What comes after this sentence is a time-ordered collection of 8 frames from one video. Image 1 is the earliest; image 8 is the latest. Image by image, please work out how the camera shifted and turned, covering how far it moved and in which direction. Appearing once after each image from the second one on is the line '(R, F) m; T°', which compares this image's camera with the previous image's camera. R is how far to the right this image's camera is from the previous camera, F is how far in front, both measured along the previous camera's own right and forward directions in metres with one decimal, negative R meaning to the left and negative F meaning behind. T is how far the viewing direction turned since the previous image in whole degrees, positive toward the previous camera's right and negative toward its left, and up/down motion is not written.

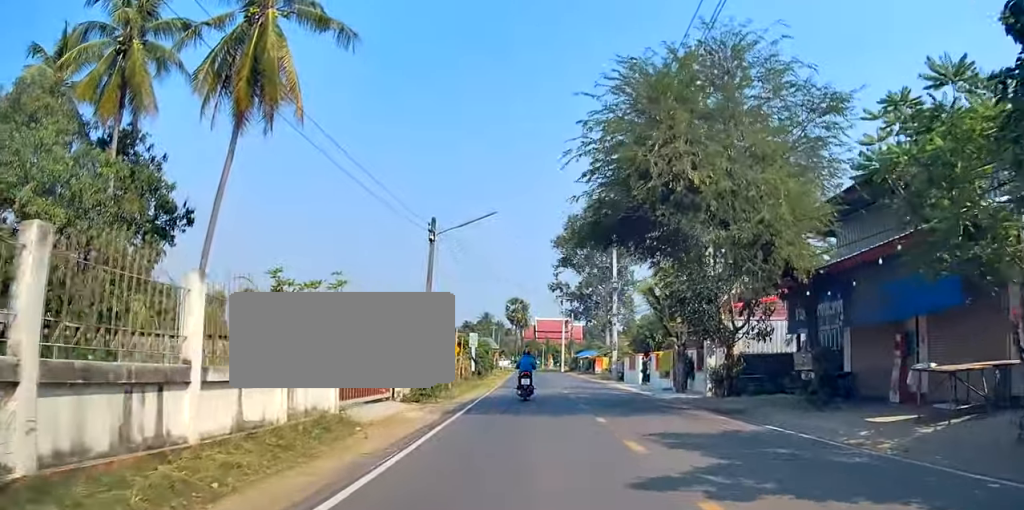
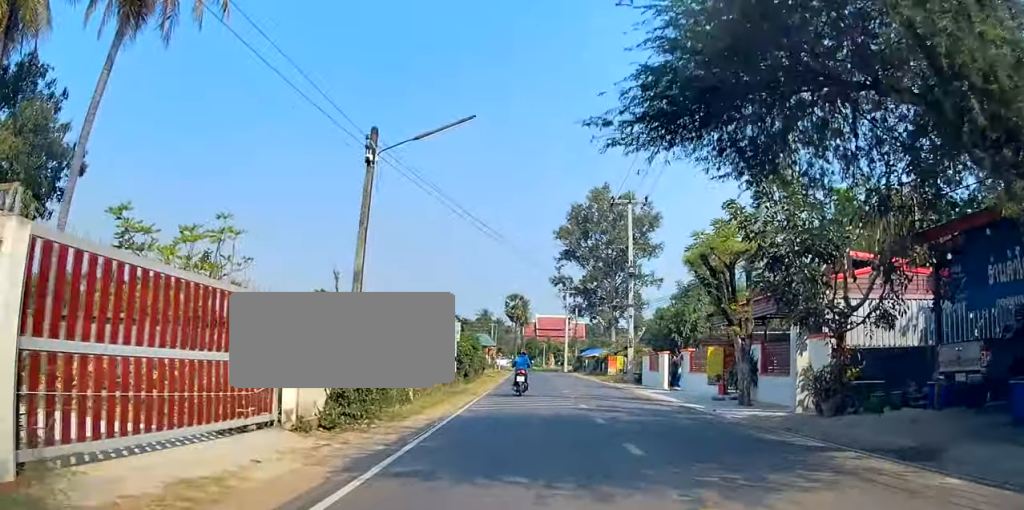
(0.0, +8.4) m; 0°
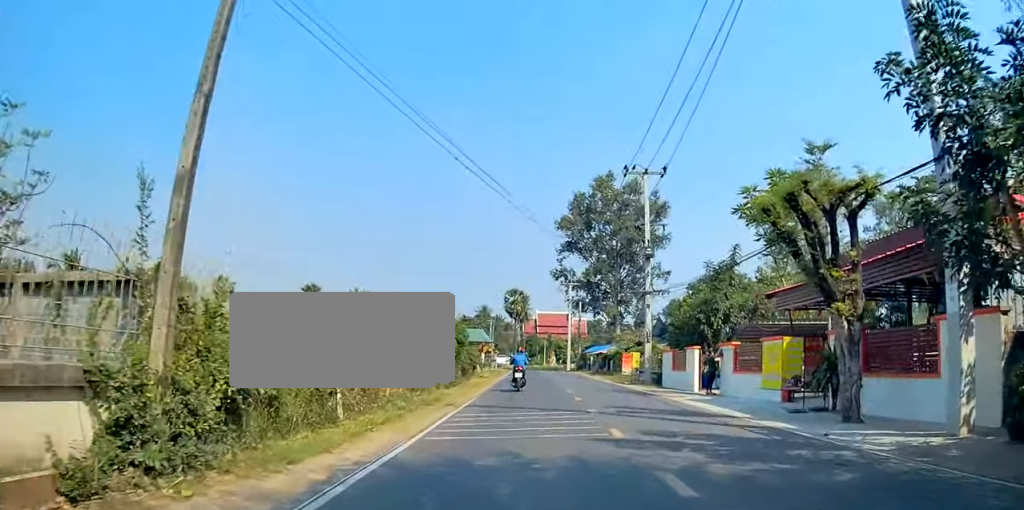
(0.0, +6.6) m; -1°
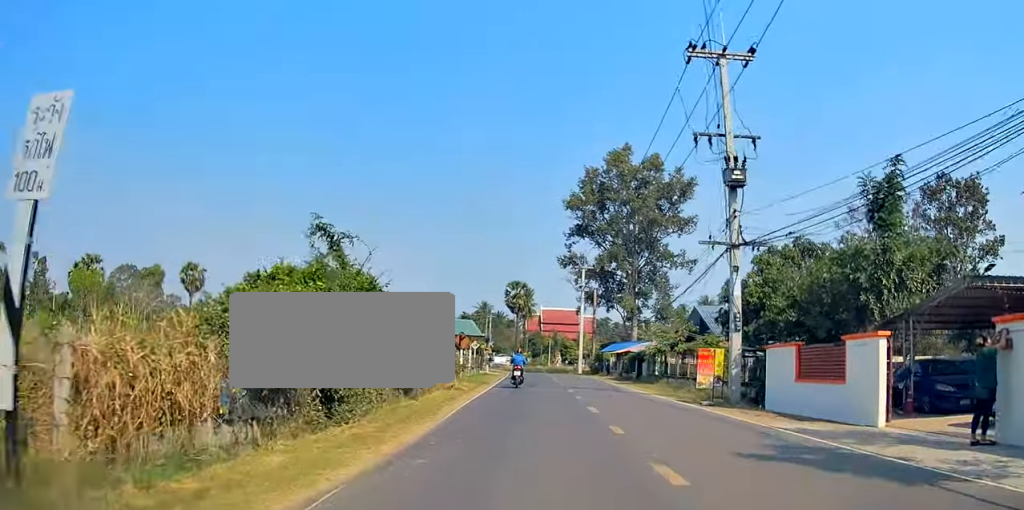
(-0.9, +15.8) m; -3°
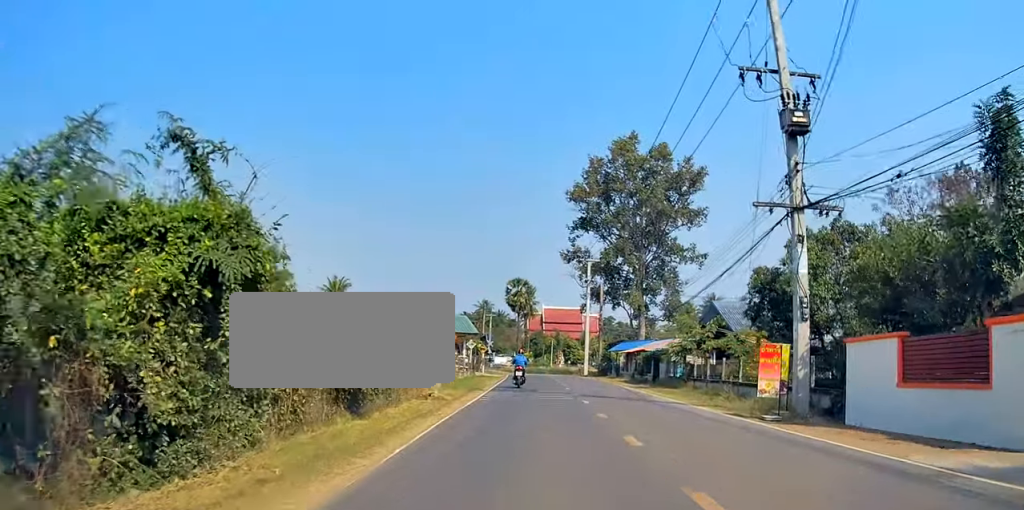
(-0.1, +5.6) m; +1°
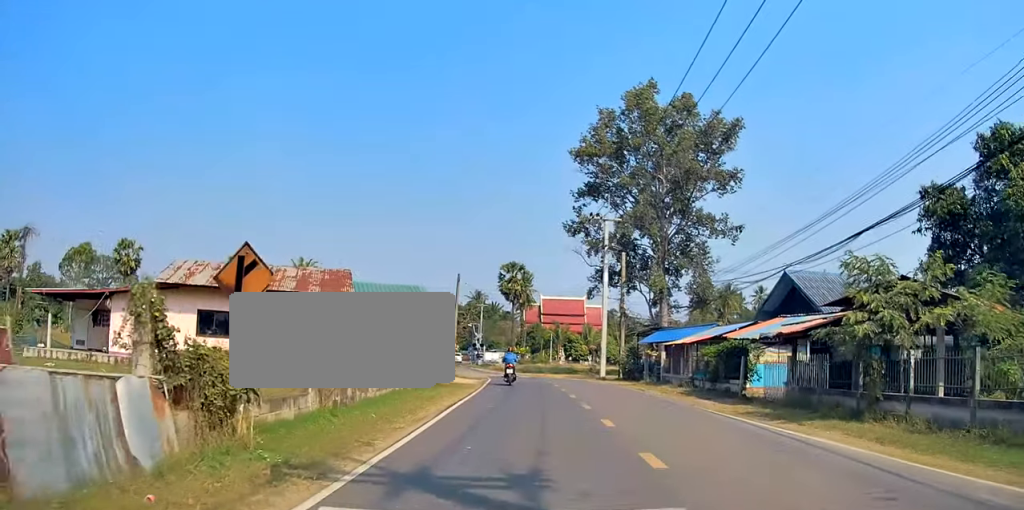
(+1.2, +18.7) m; -1°
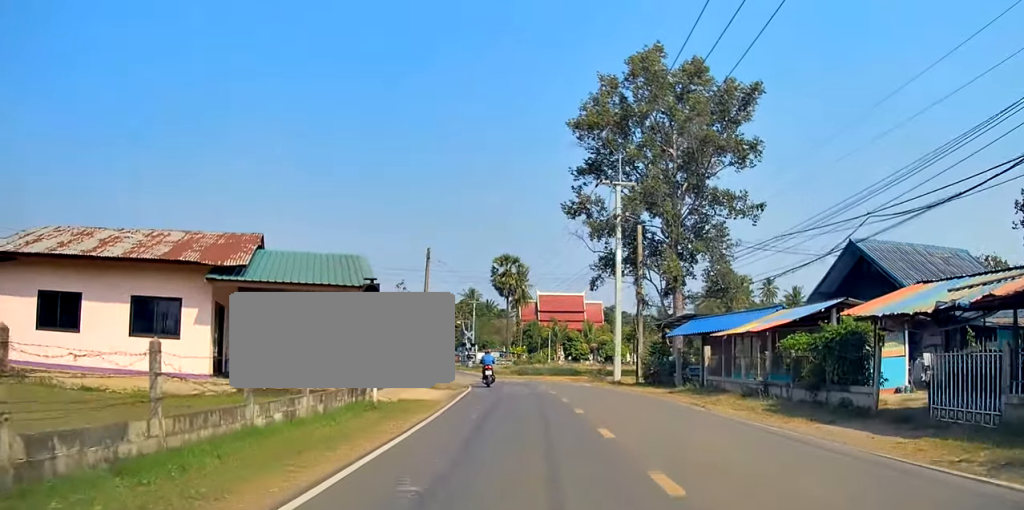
(-0.8, +10.8) m; -1°
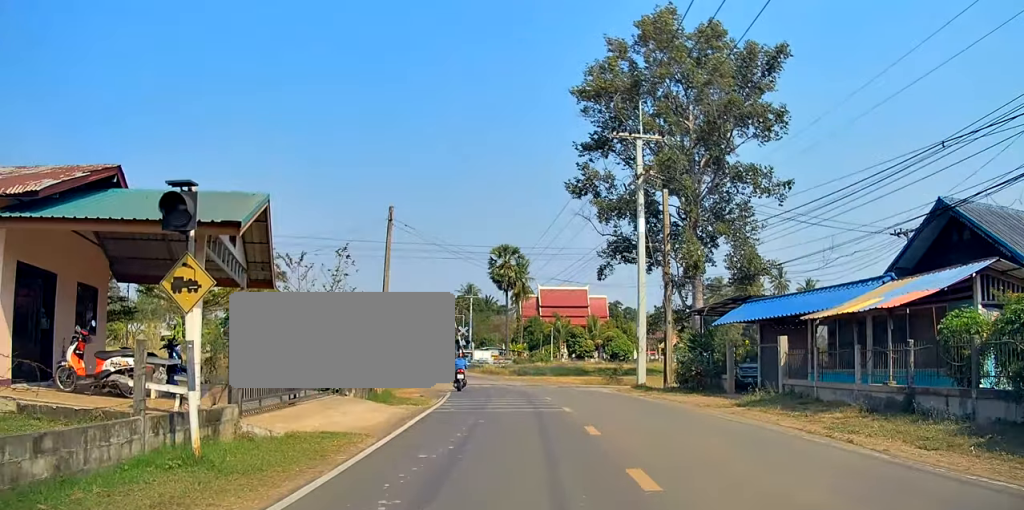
(+0.6, +9.7) m; -1°
